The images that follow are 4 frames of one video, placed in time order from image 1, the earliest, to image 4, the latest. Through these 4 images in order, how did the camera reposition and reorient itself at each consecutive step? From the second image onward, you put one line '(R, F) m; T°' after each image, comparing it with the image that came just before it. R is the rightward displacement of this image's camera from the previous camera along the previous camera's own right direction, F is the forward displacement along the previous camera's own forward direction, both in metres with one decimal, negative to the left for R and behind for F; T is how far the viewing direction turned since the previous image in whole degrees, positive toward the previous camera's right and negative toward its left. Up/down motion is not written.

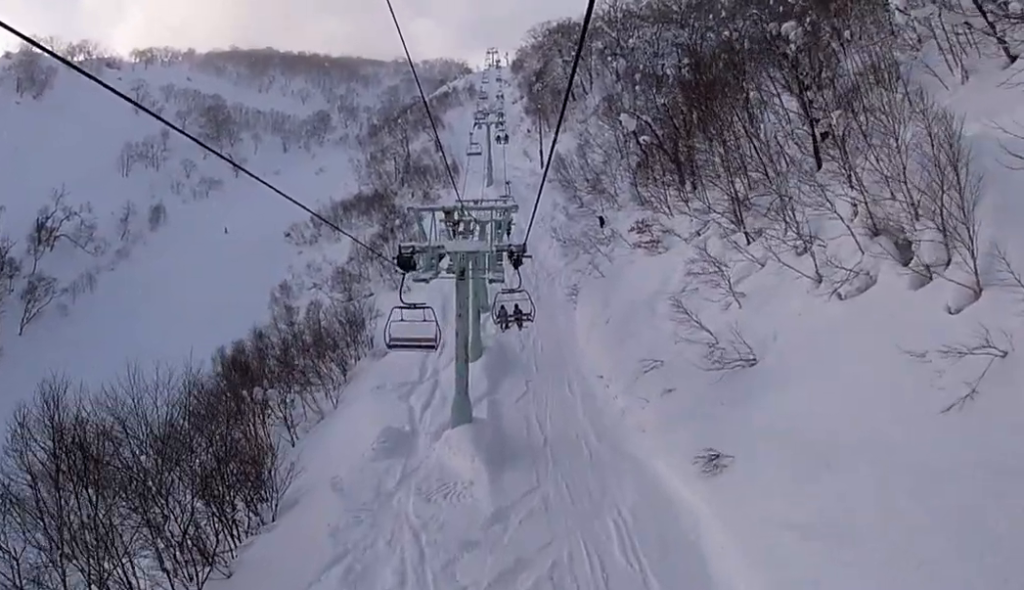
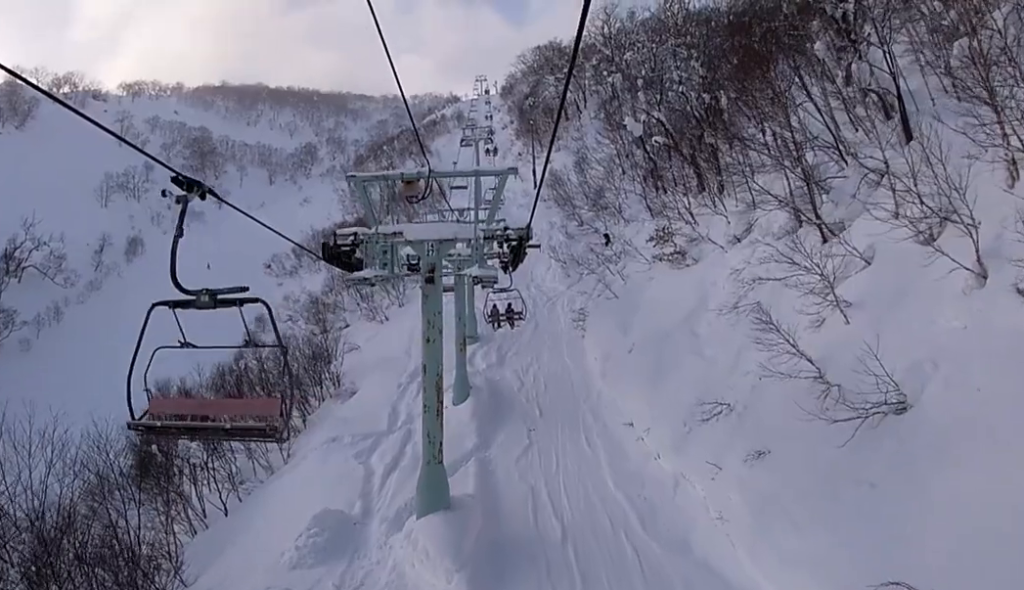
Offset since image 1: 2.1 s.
(+0.1, +8.2) m; 0°
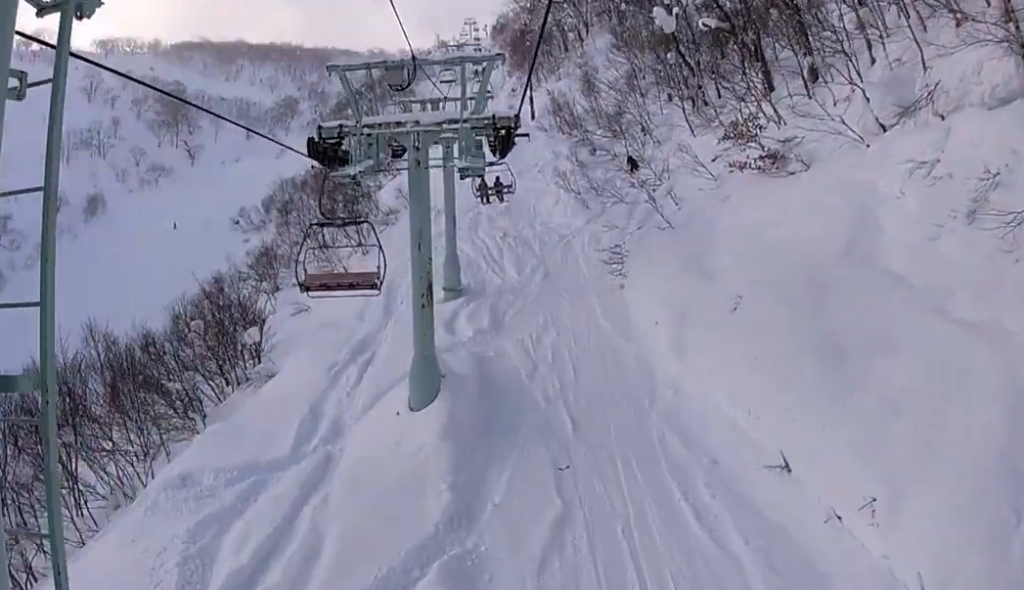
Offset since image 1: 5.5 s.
(+1.0, +14.0) m; +4°
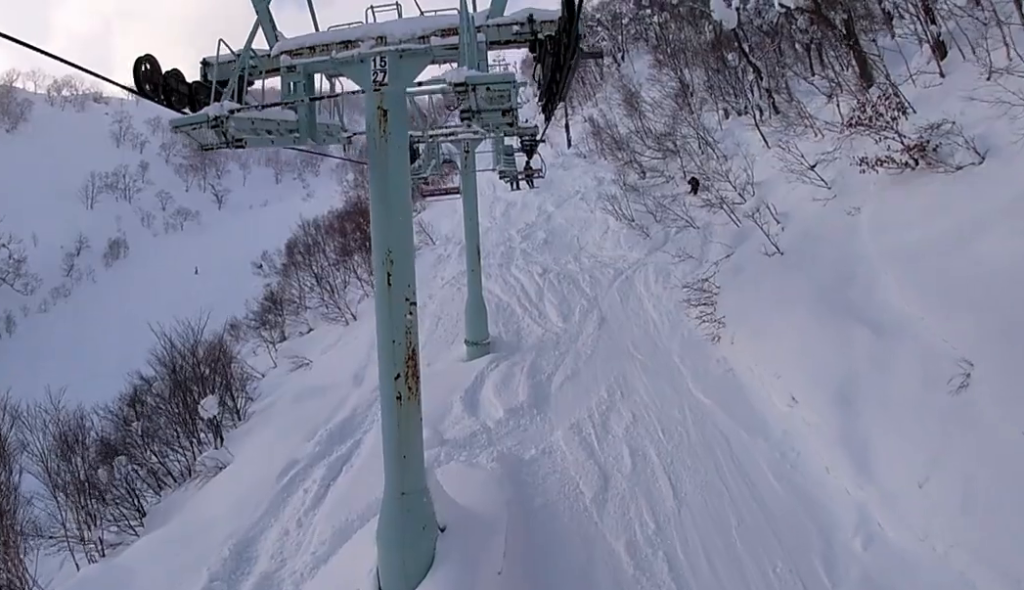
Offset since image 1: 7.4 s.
(-0.6, +7.6) m; +1°
